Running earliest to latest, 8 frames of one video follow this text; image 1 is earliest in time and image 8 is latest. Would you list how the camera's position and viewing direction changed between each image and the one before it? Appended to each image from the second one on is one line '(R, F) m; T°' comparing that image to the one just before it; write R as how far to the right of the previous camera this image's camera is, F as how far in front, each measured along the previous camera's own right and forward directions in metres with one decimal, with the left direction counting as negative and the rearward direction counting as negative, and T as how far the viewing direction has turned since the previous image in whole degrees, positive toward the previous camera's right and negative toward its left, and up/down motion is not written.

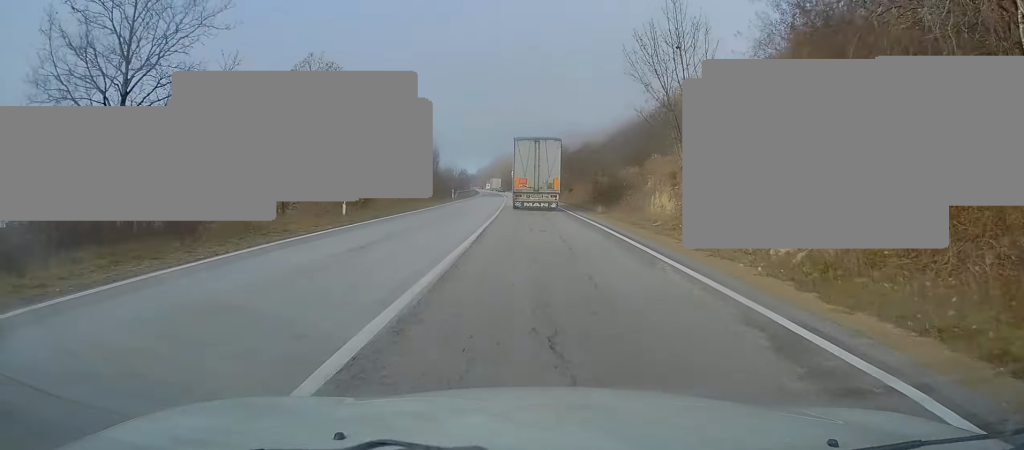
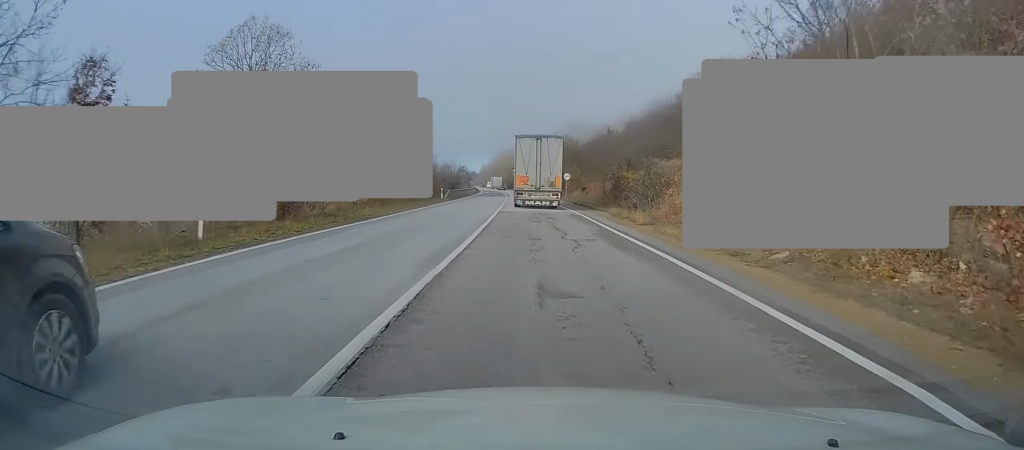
(0.0, +11.3) m; -1°
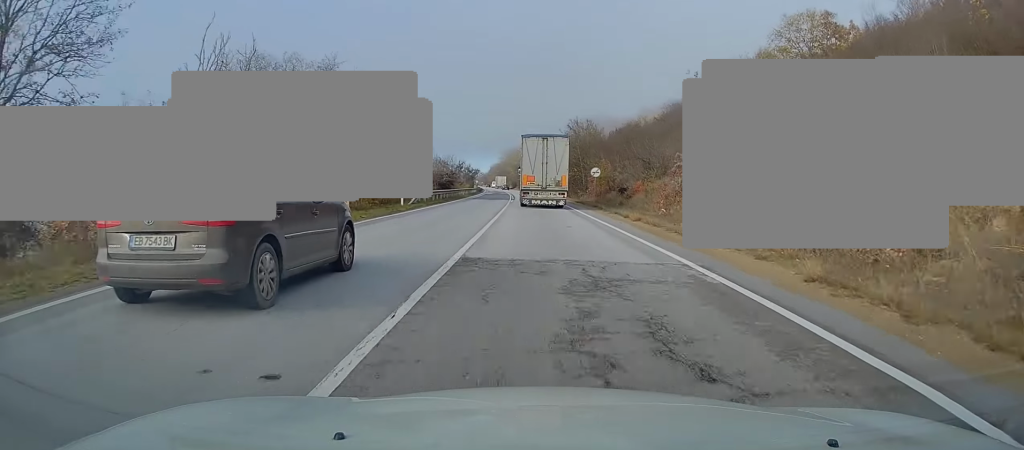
(-0.6, +20.4) m; -1°
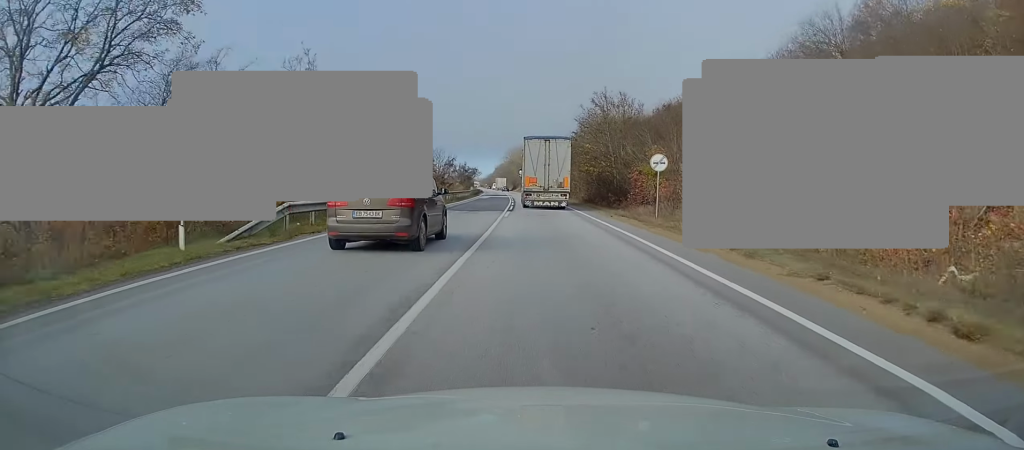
(+0.3, +22.5) m; 0°
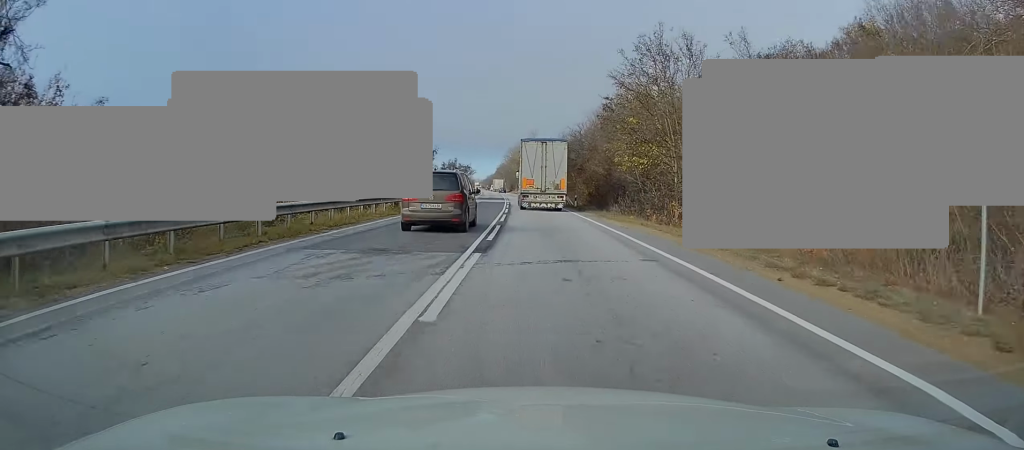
(-0.3, +20.1) m; -1°
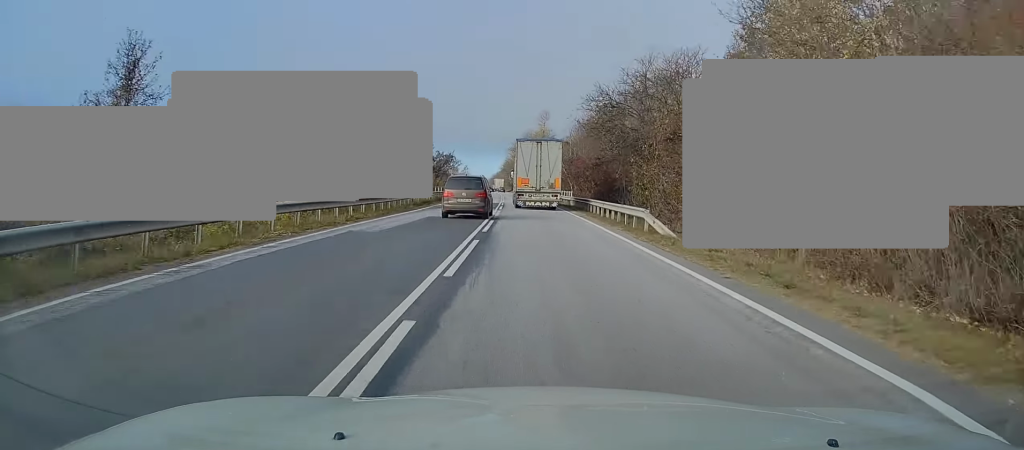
(0.0, +32.4) m; 0°
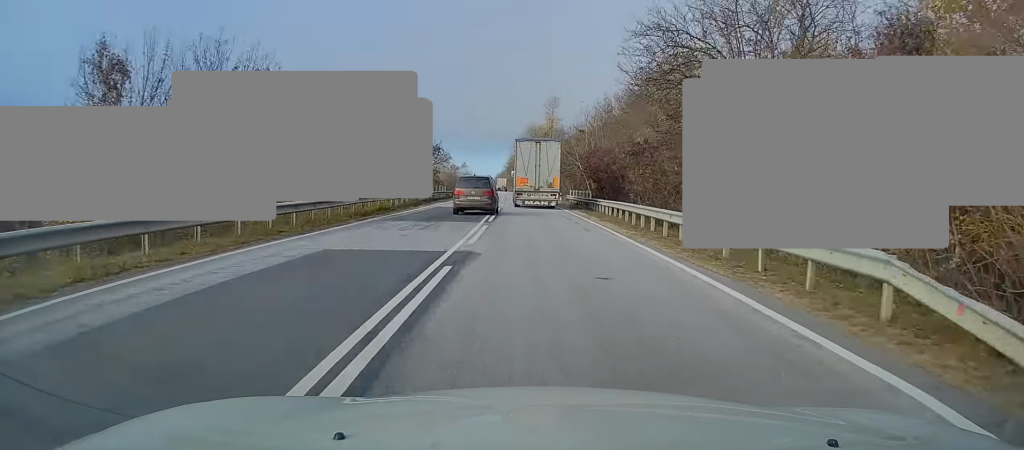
(0.0, +13.9) m; -1°
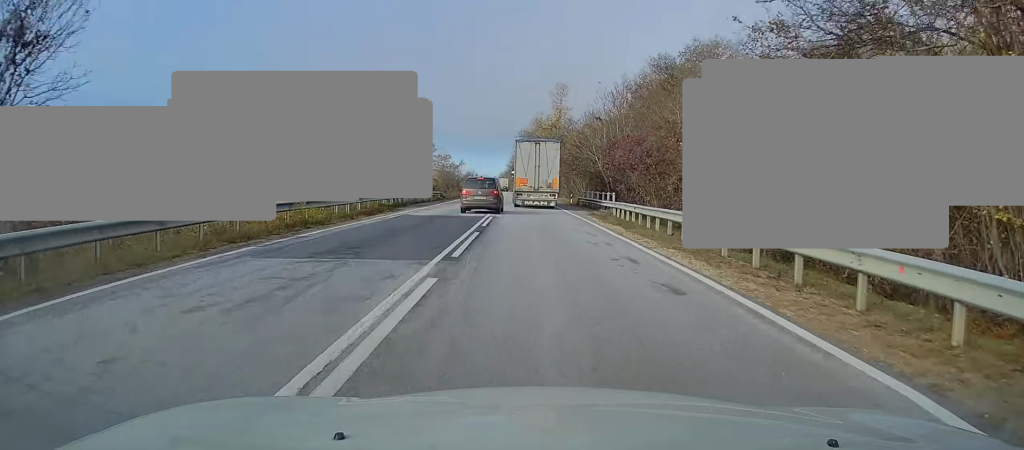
(+0.1, +11.1) m; -1°
